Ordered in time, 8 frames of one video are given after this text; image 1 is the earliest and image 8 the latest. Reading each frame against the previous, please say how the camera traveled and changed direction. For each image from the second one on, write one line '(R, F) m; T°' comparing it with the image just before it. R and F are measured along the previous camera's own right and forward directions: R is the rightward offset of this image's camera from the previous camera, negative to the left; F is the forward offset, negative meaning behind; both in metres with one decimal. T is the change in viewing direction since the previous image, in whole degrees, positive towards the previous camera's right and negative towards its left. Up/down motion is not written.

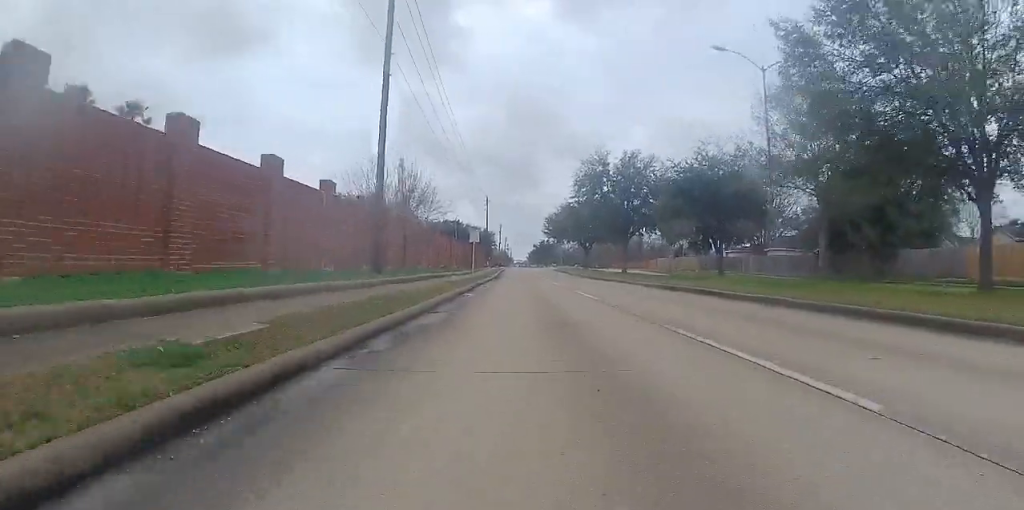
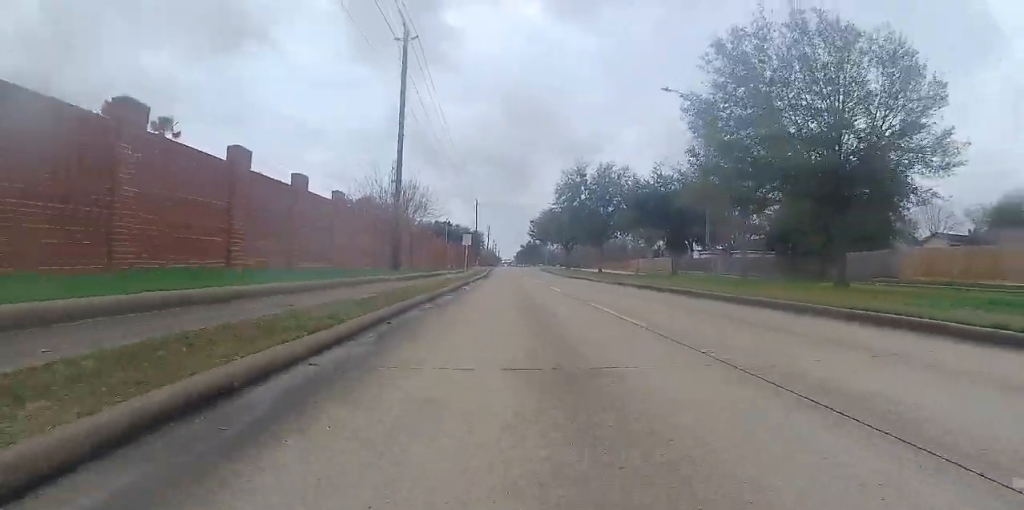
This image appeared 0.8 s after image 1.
(0.0, +6.0) m; -2°
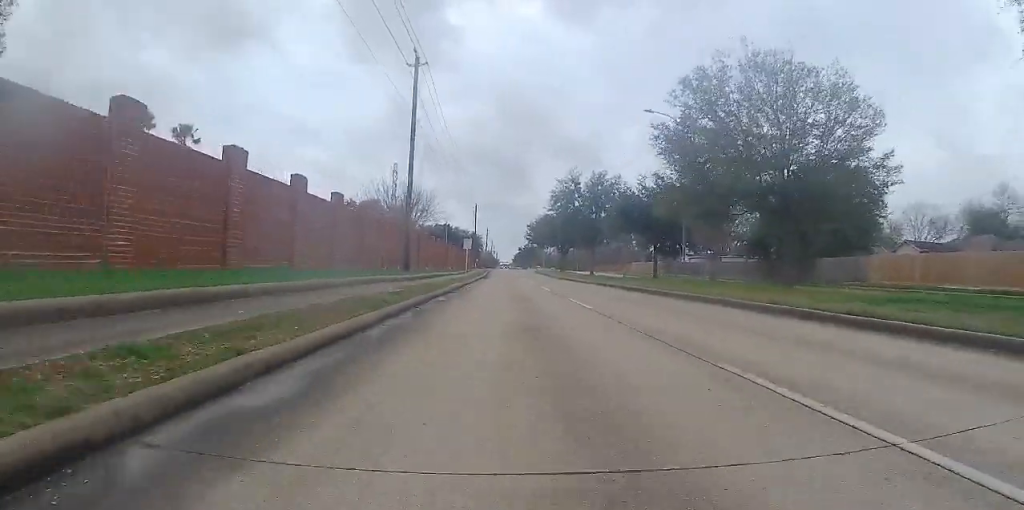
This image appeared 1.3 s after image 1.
(+0.1, +3.4) m; -2°
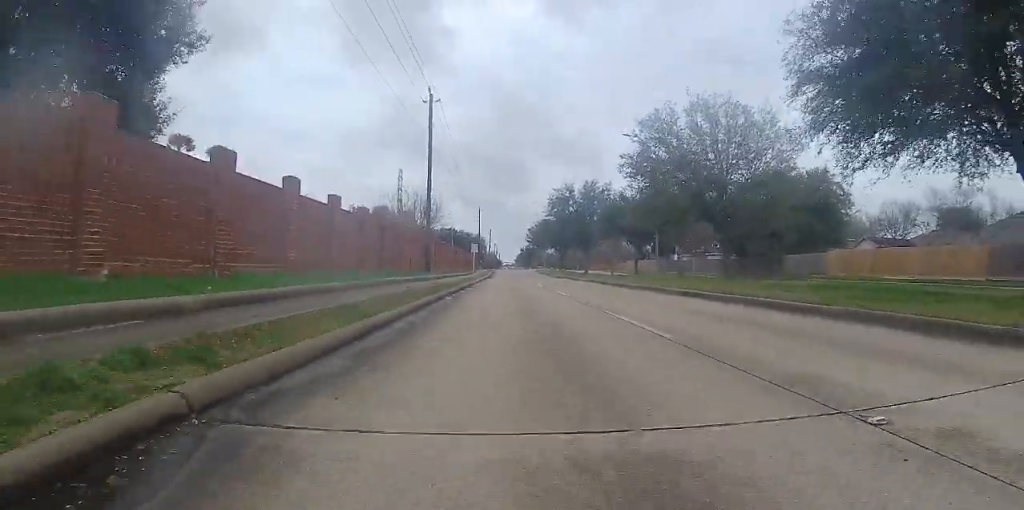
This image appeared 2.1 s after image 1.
(-0.3, +6.2) m; -1°
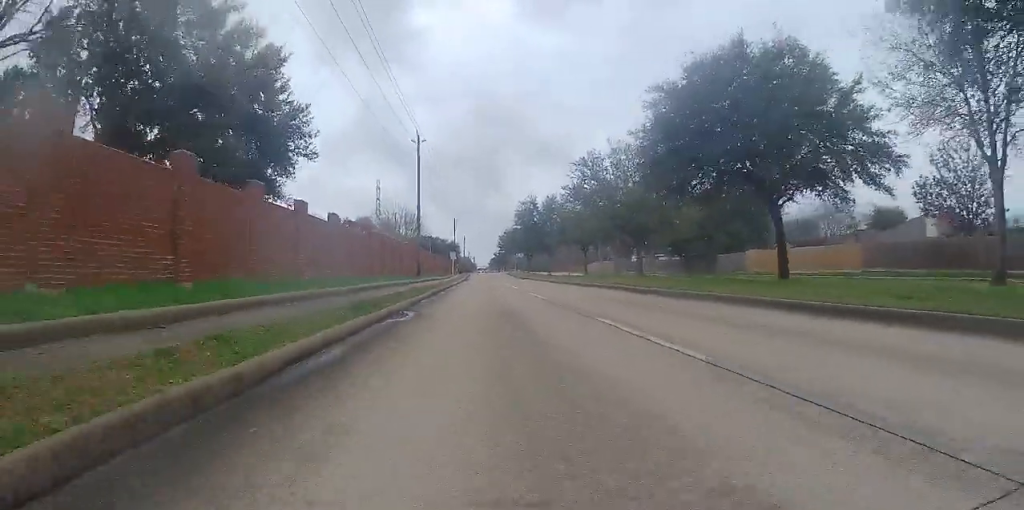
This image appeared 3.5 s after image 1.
(+0.4, +9.4) m; +4°
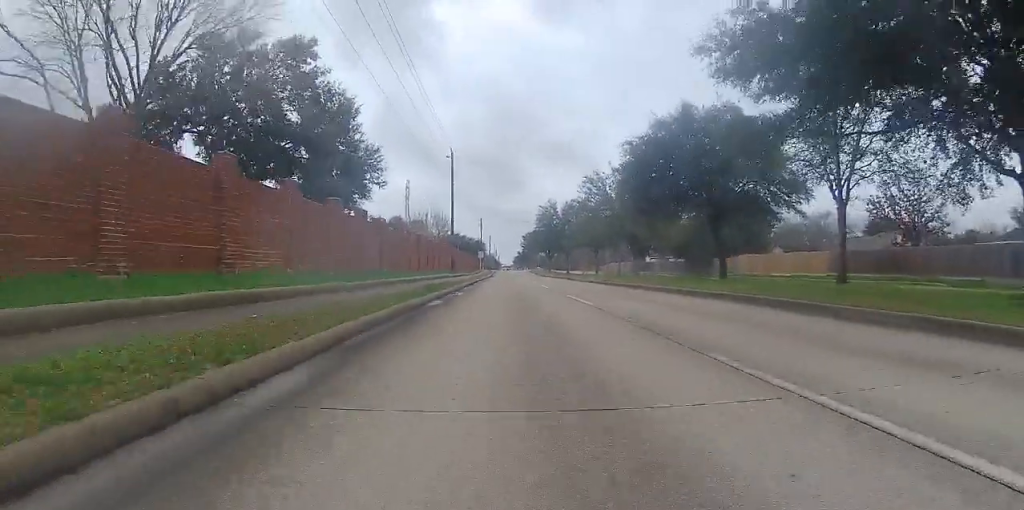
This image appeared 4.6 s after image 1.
(0.0, +6.8) m; 0°
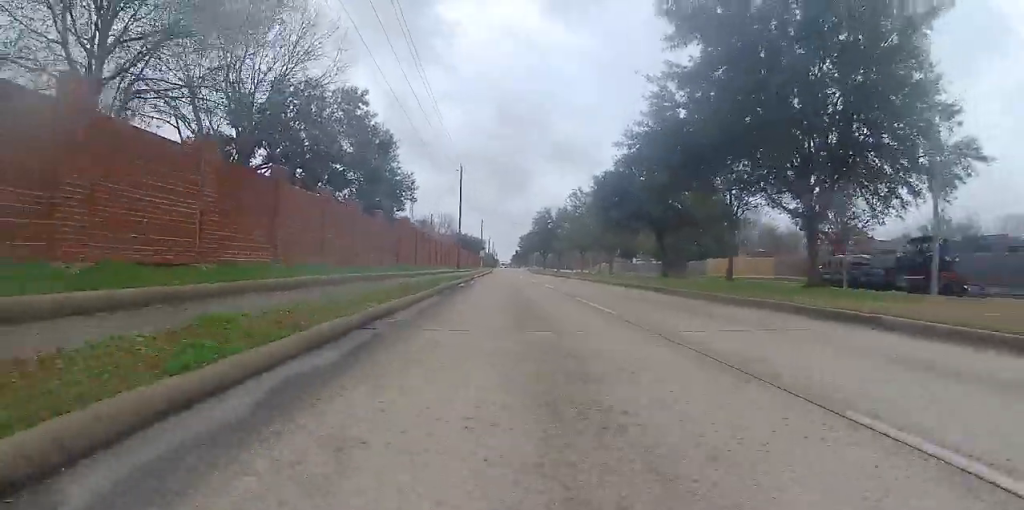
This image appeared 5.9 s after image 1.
(0.0, +7.9) m; 0°
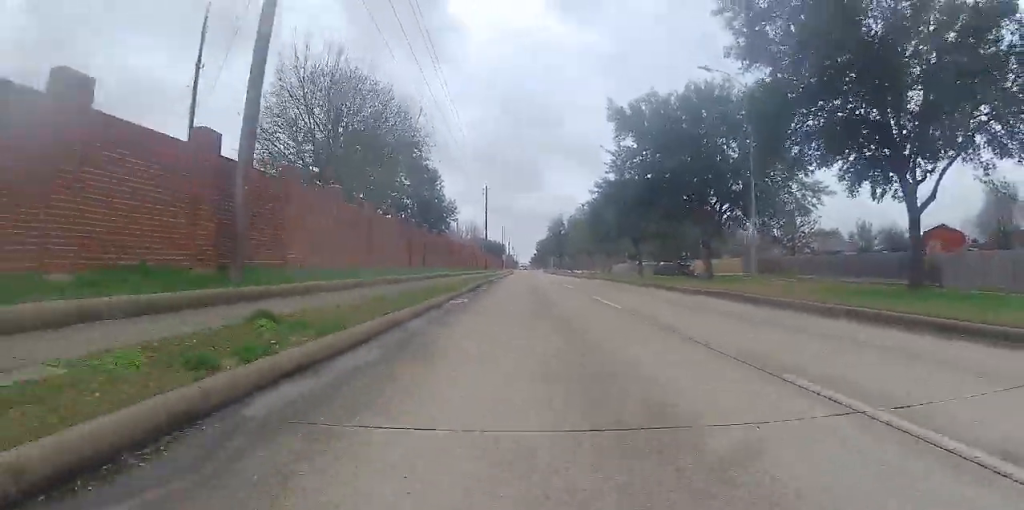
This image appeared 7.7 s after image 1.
(0.0, +11.8) m; 0°
